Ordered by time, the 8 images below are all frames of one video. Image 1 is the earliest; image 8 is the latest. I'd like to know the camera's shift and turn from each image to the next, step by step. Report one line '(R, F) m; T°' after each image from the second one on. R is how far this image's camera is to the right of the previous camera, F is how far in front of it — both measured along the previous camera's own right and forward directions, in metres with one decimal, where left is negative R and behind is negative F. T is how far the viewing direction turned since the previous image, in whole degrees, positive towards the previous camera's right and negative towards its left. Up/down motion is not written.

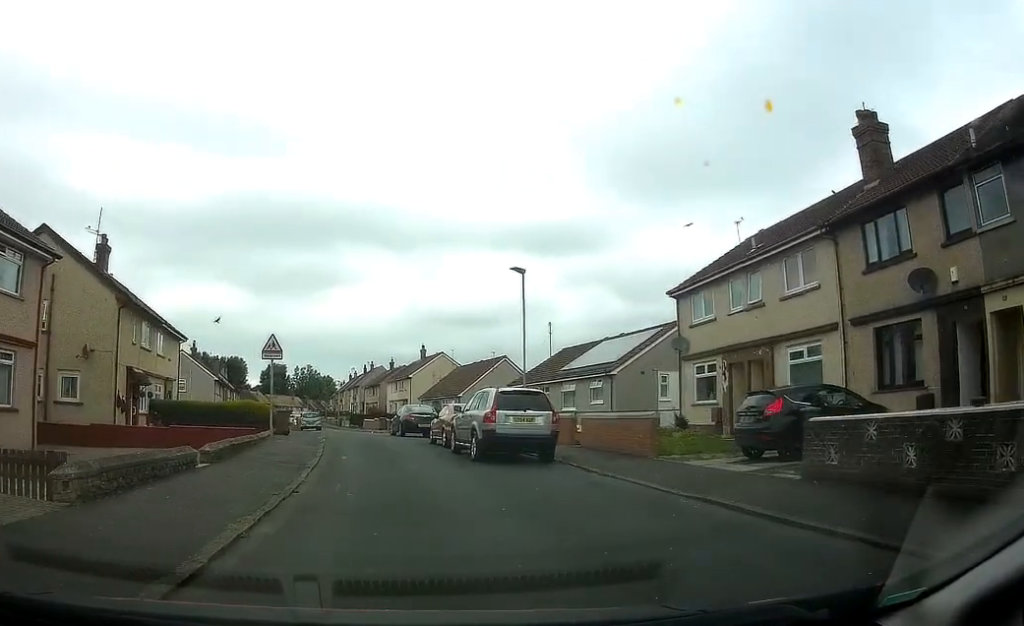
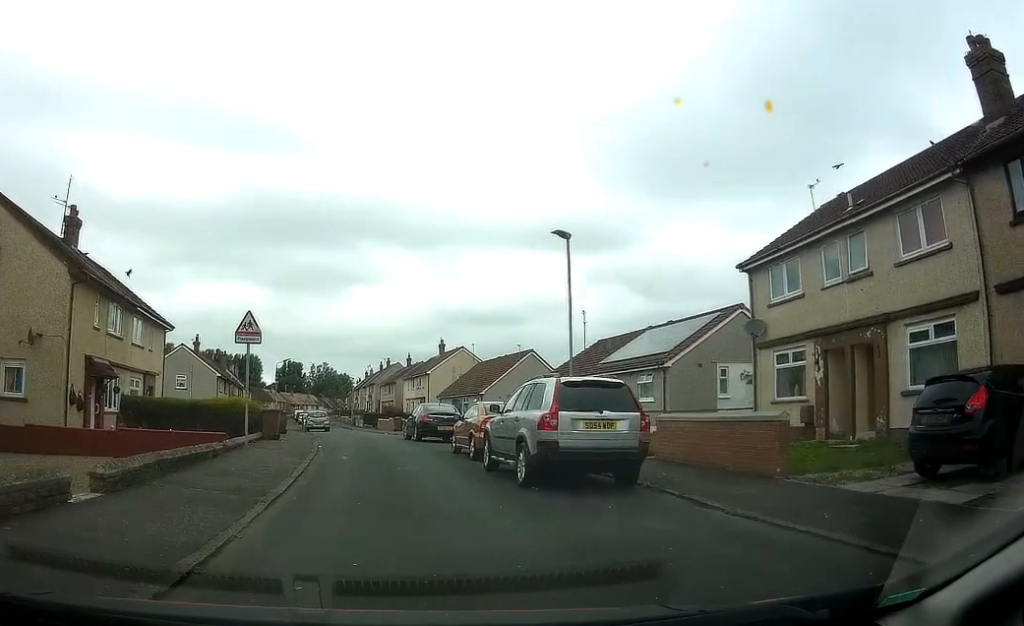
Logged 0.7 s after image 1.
(0.0, +5.6) m; -3°
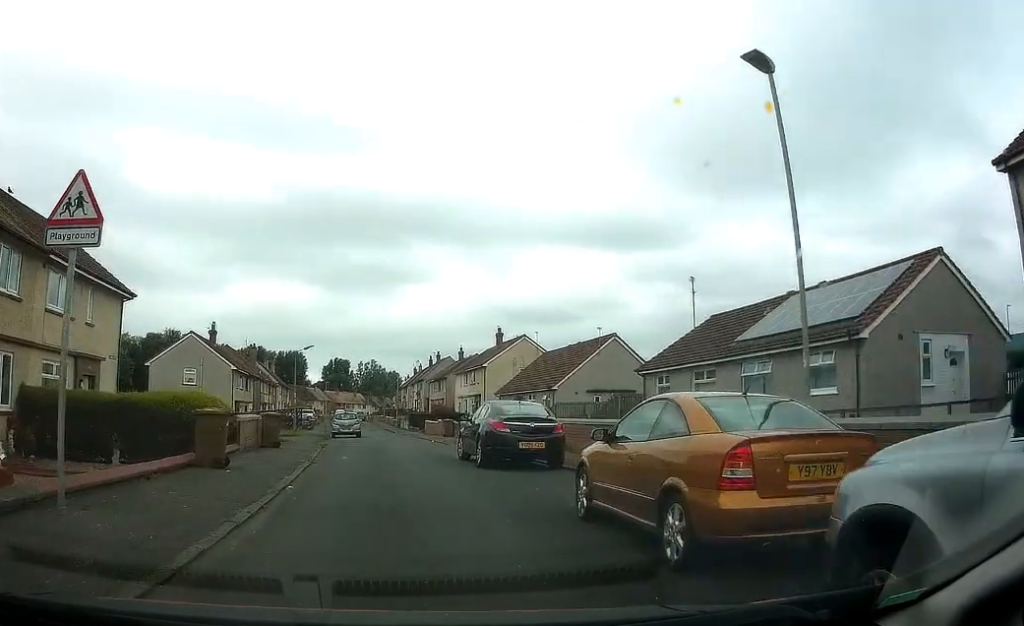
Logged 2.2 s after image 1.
(-1.0, +11.1) m; -6°
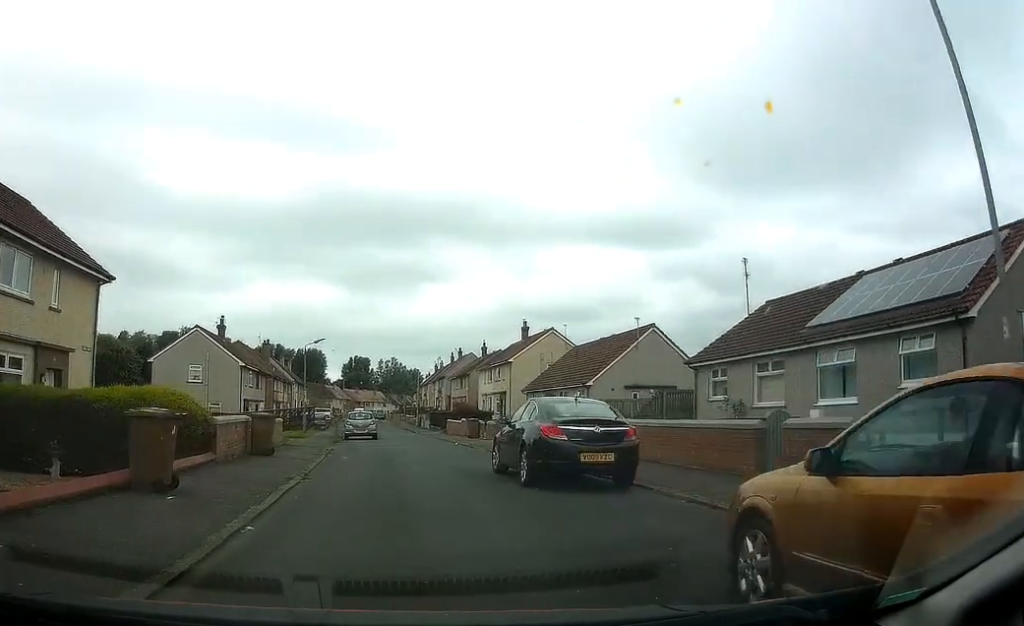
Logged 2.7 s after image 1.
(-0.1, +3.9) m; 0°
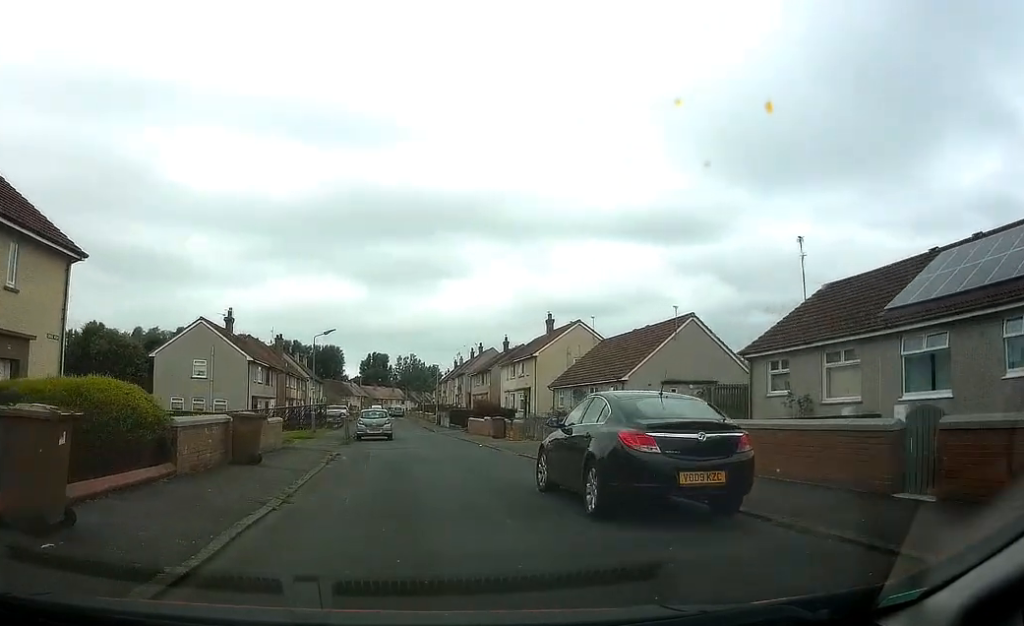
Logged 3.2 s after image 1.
(+0.2, +3.5) m; 0°
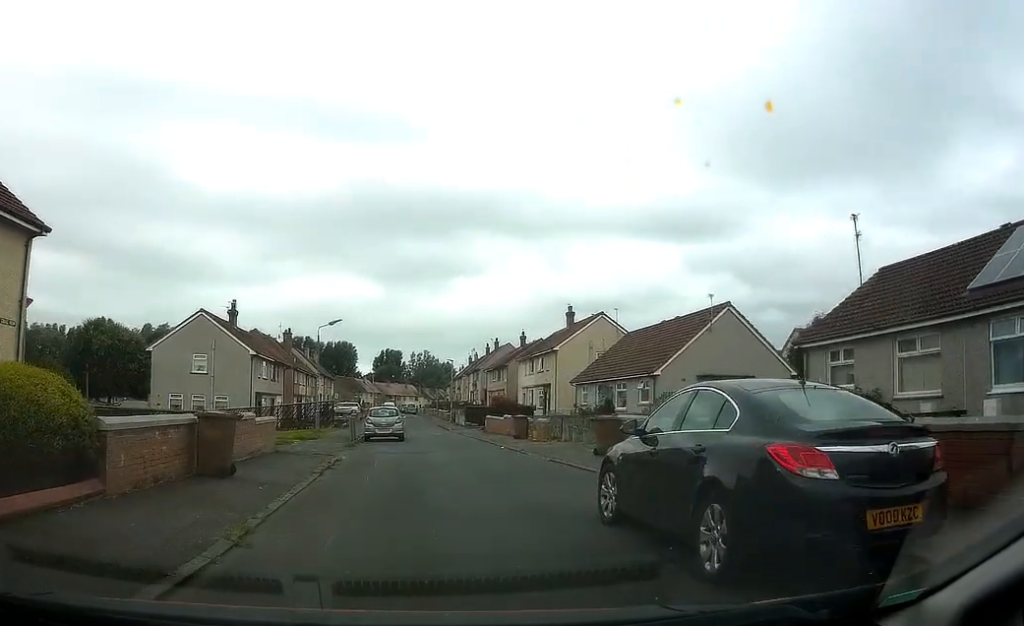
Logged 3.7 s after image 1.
(+0.1, +3.2) m; -1°
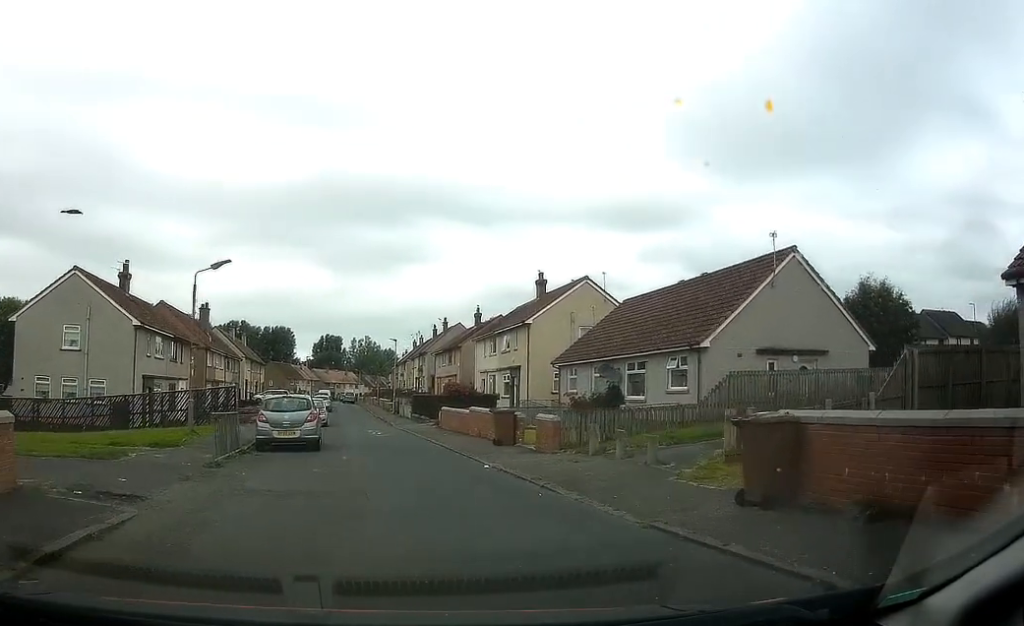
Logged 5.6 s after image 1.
(-0.8, +11.3) m; 0°
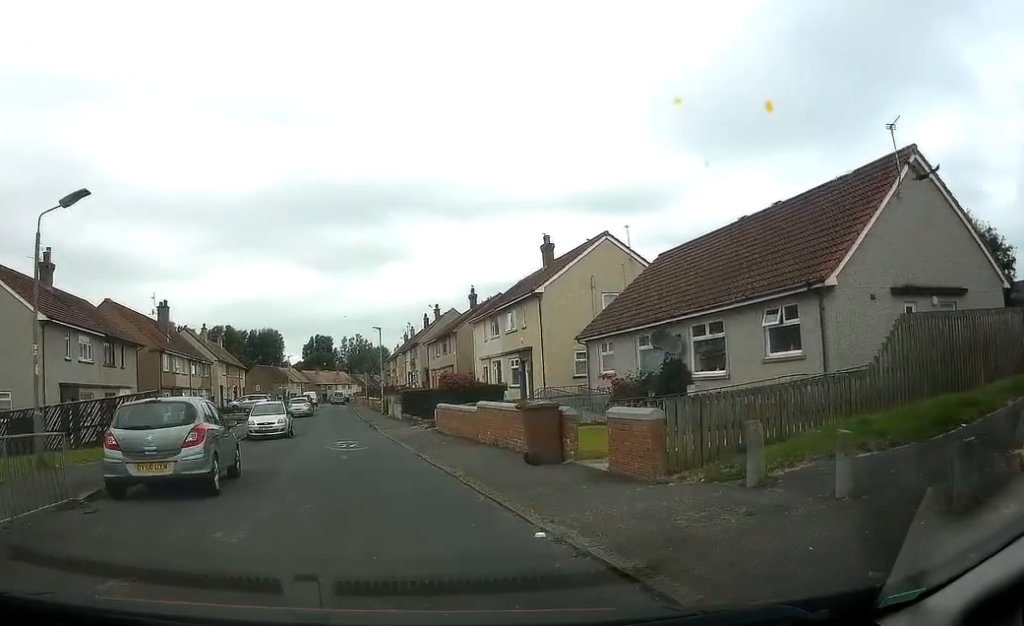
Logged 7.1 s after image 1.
(+0.6, +8.4) m; +4°
